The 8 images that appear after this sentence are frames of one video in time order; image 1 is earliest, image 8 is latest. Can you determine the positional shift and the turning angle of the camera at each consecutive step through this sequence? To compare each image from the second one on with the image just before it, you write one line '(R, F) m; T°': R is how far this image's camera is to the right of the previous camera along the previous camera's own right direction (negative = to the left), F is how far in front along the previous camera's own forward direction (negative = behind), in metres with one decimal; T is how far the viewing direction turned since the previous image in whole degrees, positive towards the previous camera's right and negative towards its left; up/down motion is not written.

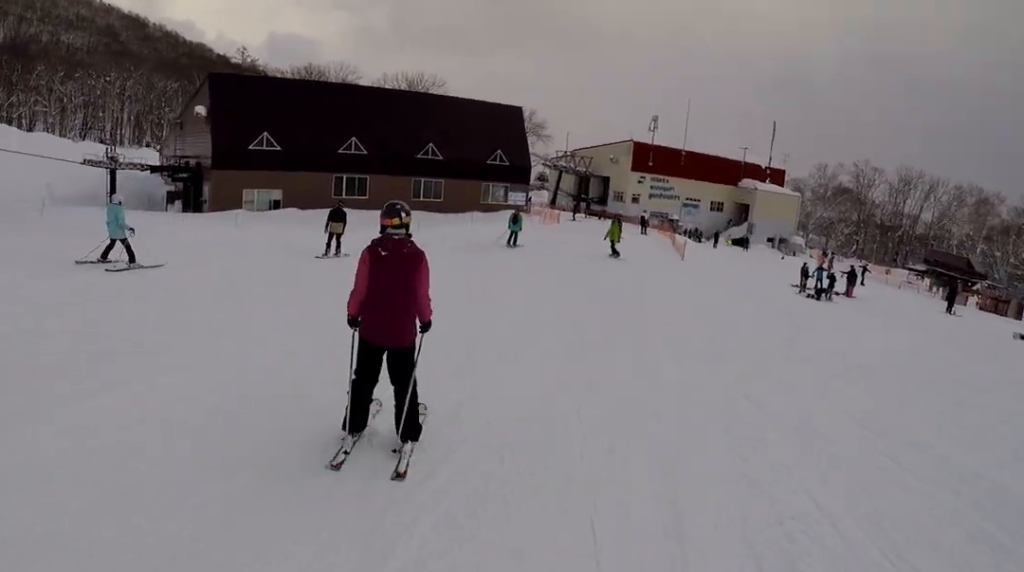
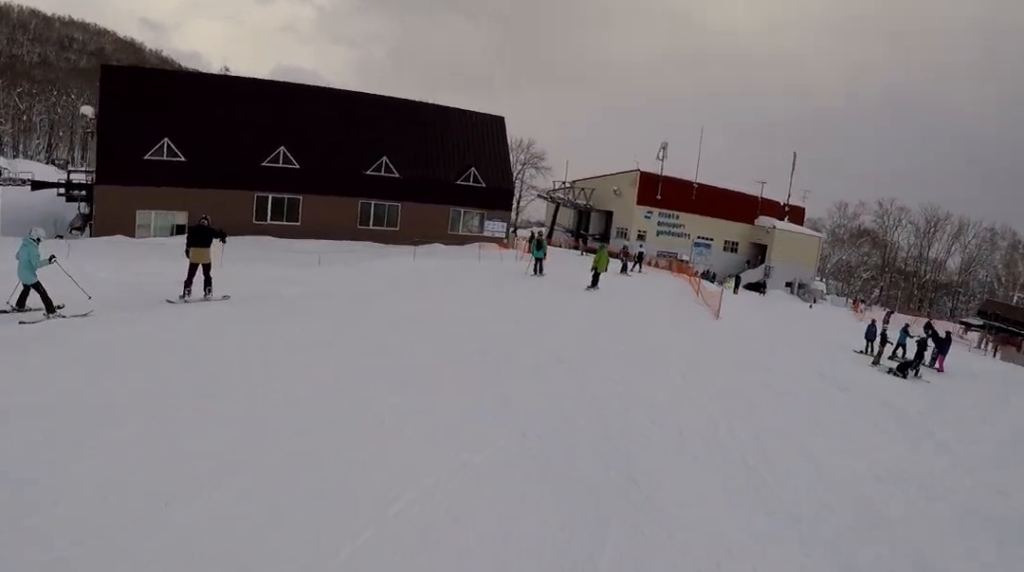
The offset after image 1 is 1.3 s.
(+0.2, +10.5) m; 0°
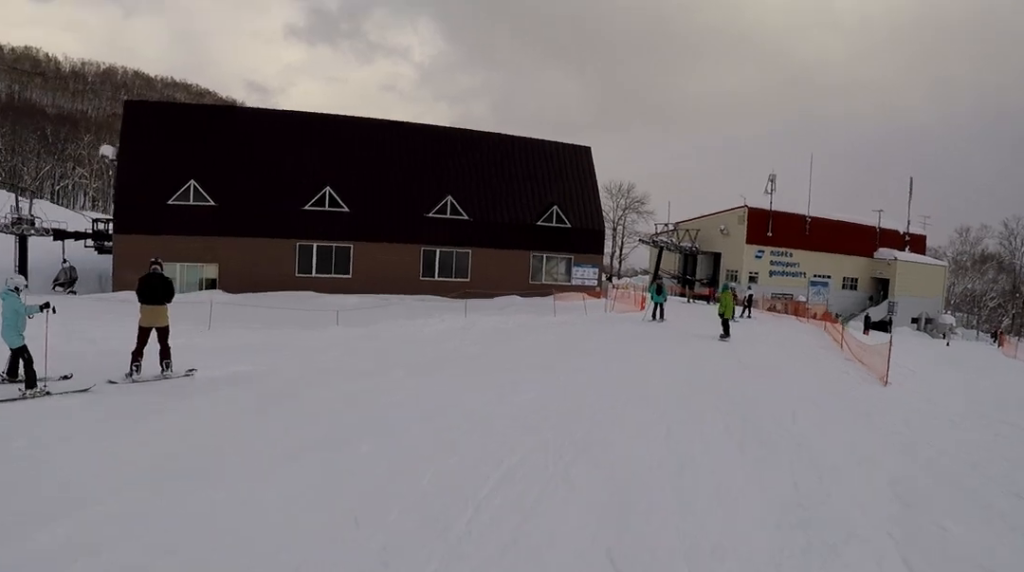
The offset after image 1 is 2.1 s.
(-0.3, +5.8) m; -2°
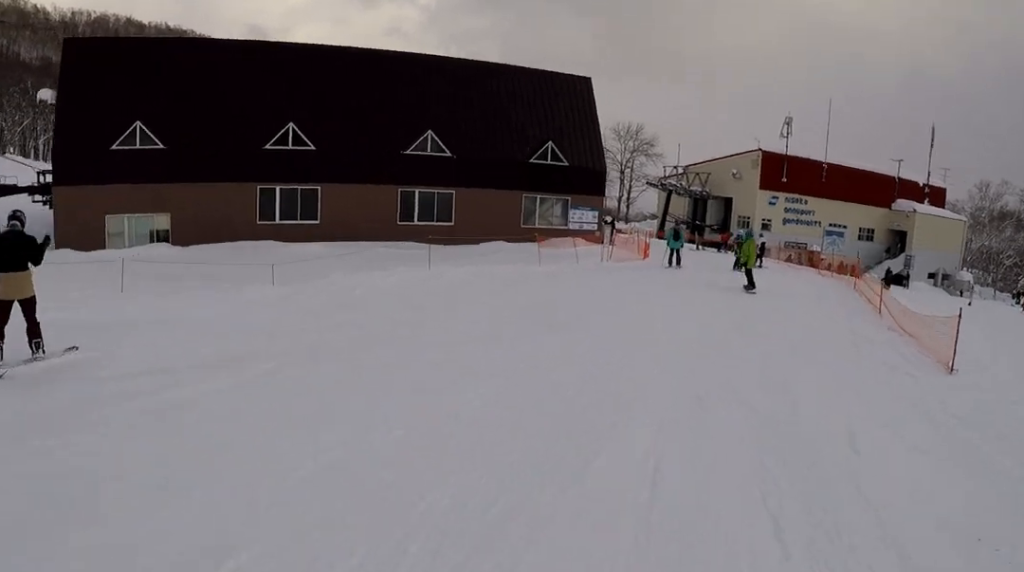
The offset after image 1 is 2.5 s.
(0.0, +3.2) m; 0°
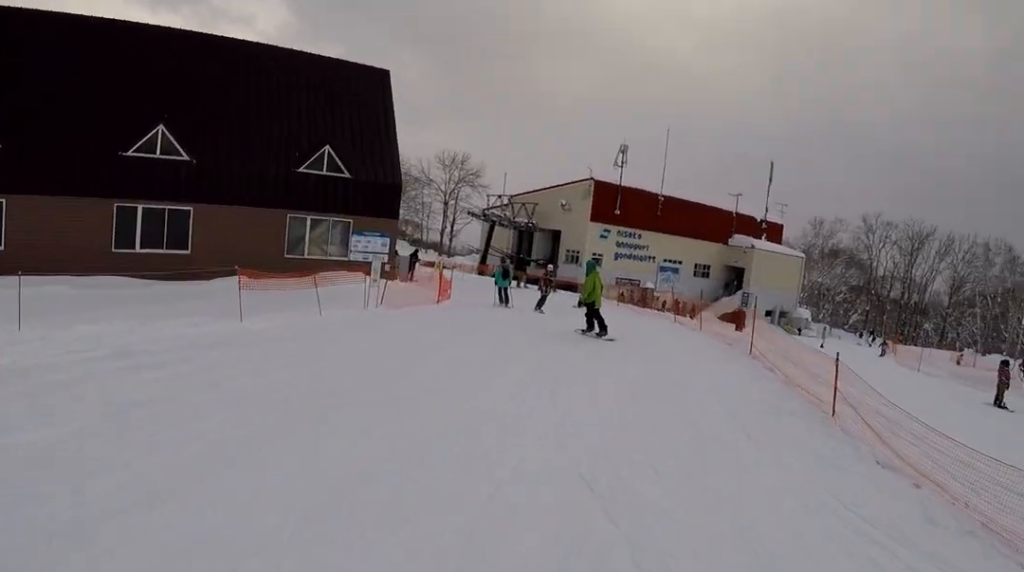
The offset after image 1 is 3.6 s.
(+0.2, +7.7) m; +4°
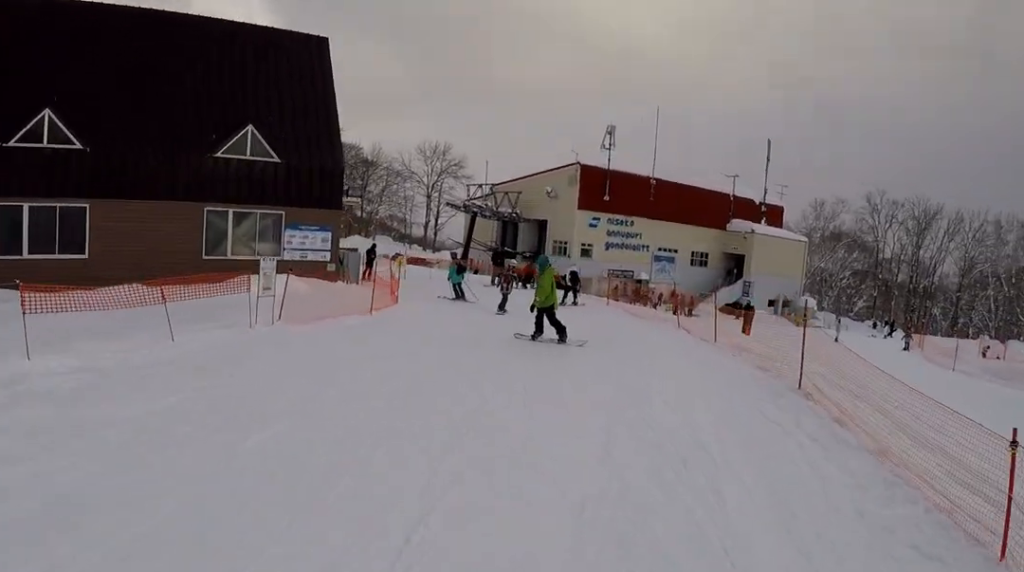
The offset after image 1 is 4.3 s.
(+0.1, +4.7) m; +4°
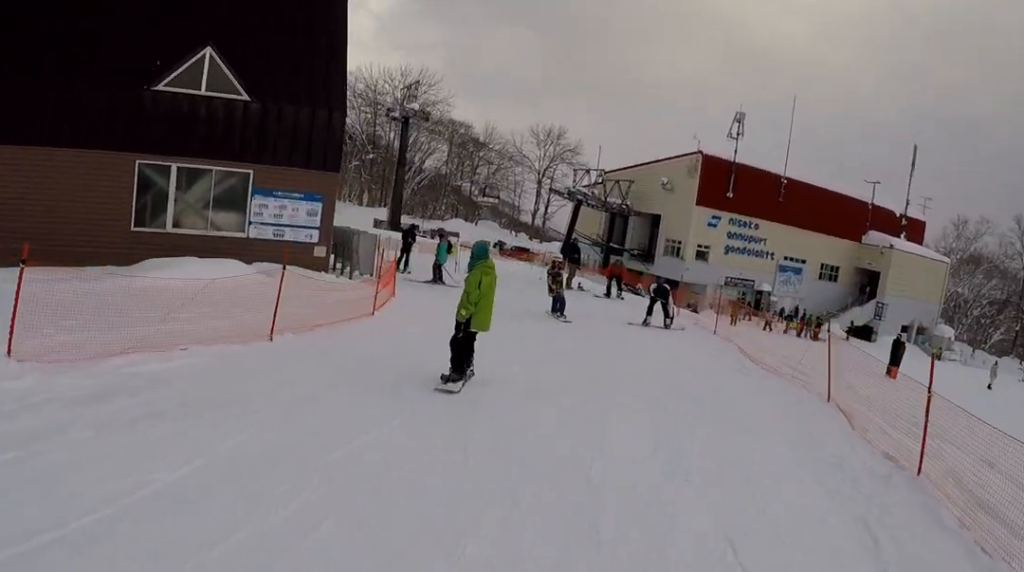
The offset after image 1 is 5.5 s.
(+0.1, +6.9) m; -6°
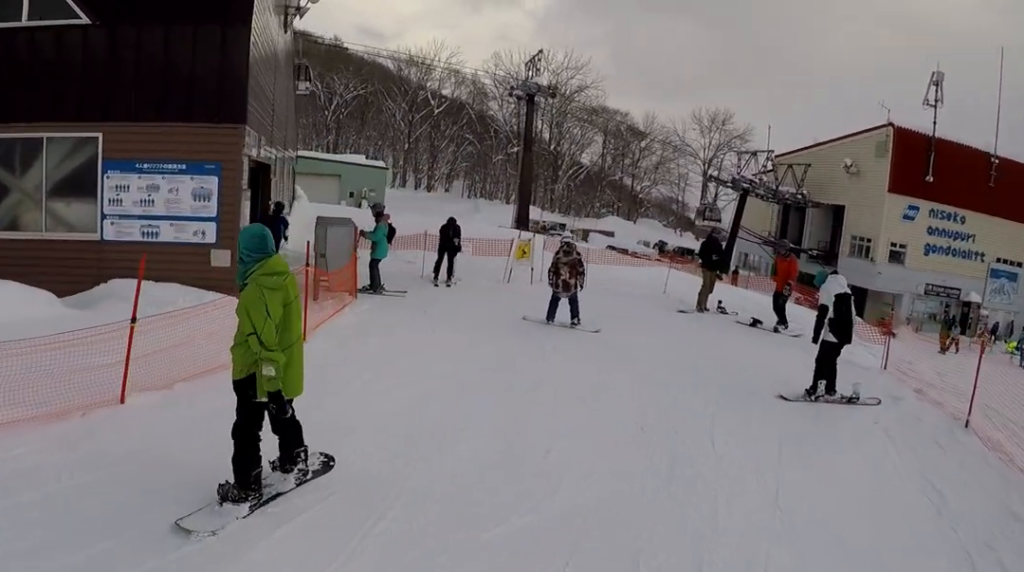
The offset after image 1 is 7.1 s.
(-1.4, +7.5) m; -26°
